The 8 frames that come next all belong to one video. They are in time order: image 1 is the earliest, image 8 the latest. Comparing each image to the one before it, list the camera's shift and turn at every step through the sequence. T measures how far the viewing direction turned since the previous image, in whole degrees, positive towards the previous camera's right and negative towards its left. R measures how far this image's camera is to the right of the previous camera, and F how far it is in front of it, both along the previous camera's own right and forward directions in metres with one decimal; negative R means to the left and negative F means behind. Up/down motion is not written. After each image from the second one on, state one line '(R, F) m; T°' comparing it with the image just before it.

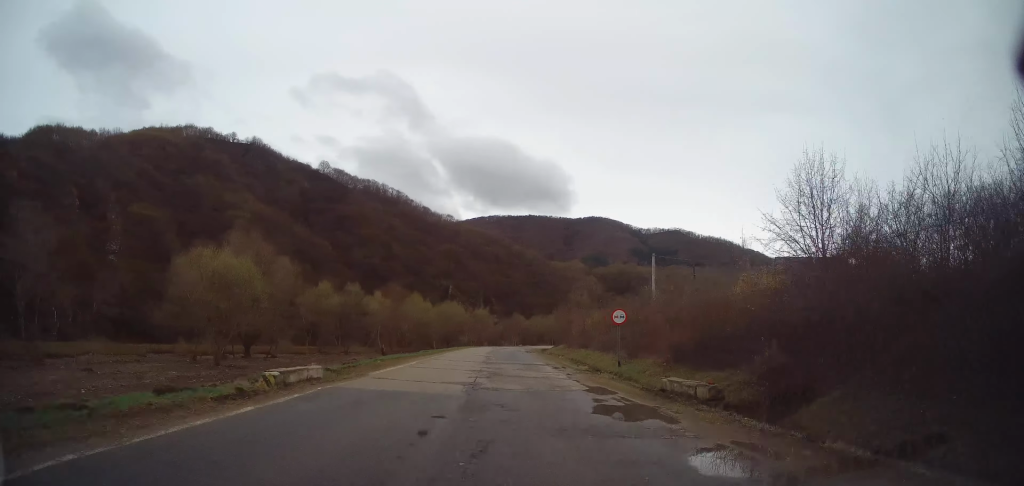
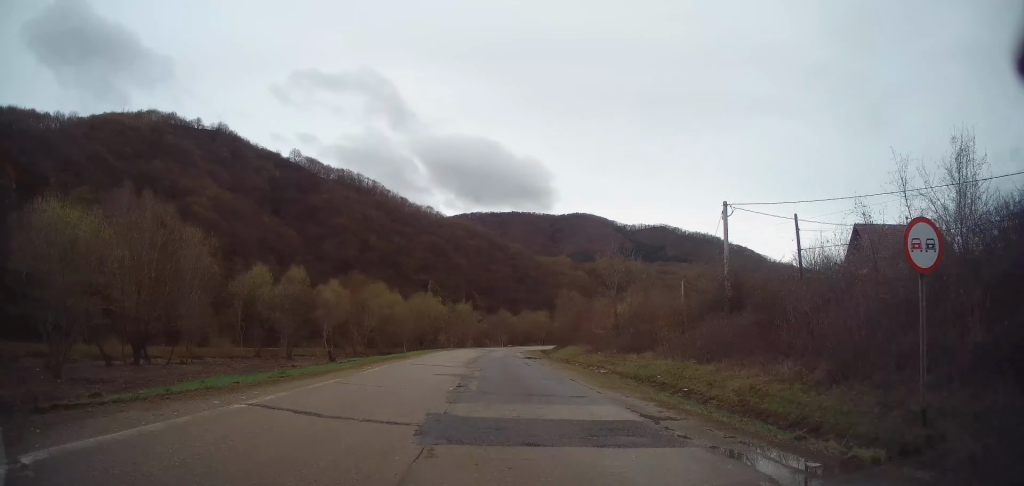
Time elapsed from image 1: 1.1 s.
(+0.6, +21.5) m; +2°
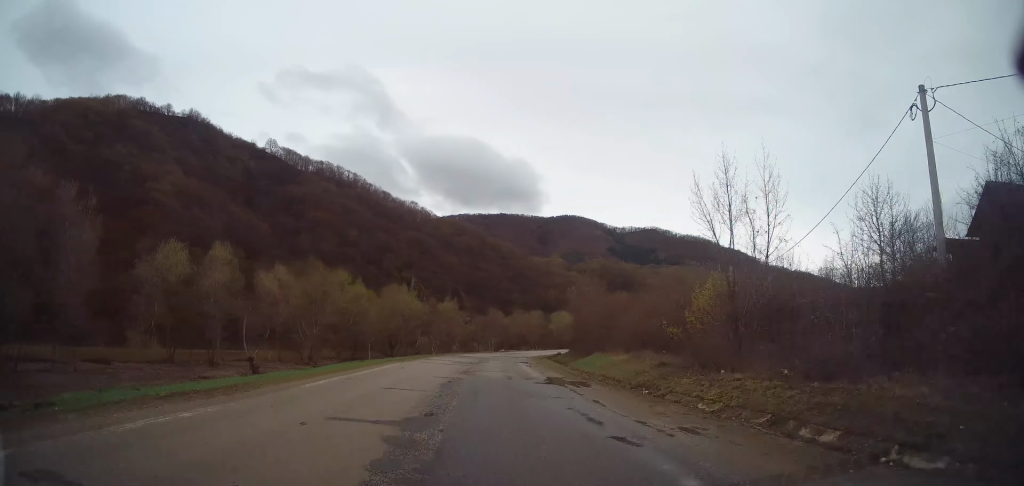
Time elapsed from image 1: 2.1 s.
(+0.1, +19.9) m; 0°
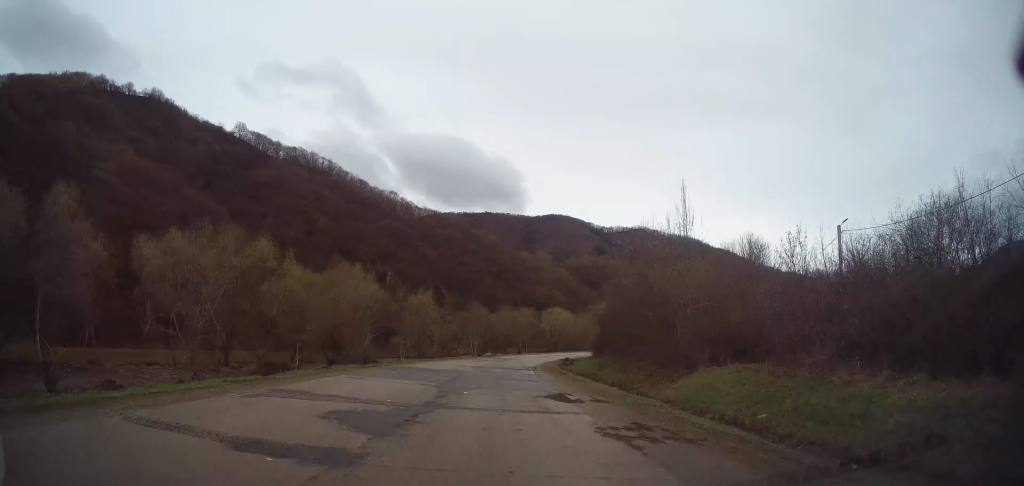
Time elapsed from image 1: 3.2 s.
(0.0, +22.7) m; +1°
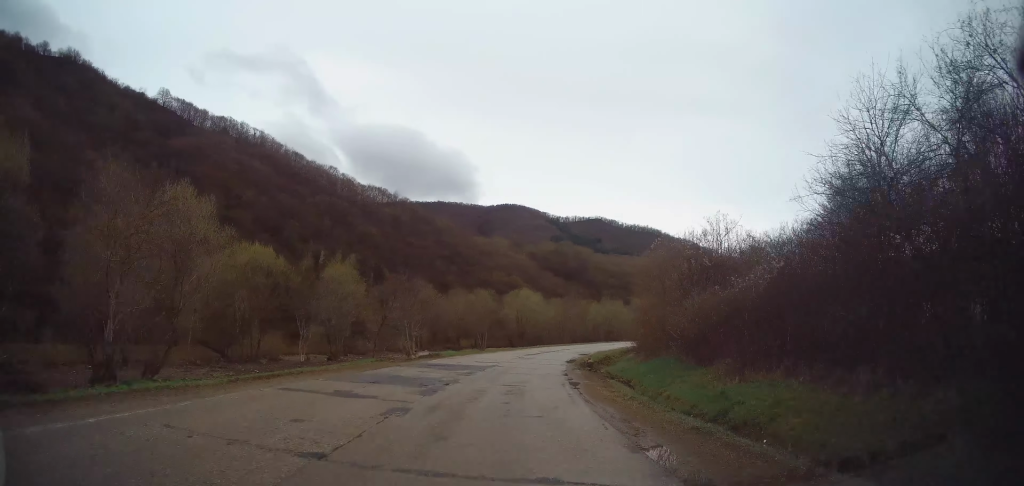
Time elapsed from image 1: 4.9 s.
(+1.5, +30.9) m; +7°
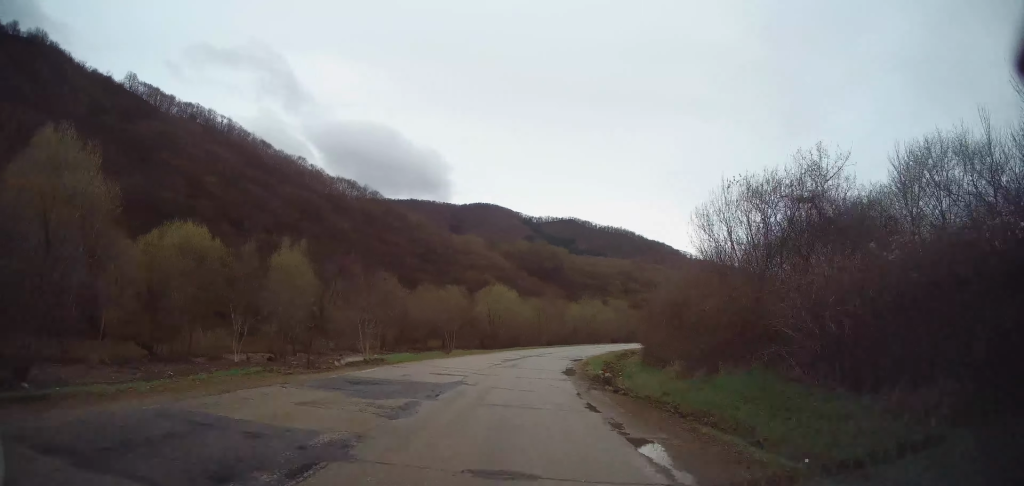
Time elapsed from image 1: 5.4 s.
(0.0, +9.4) m; +3°
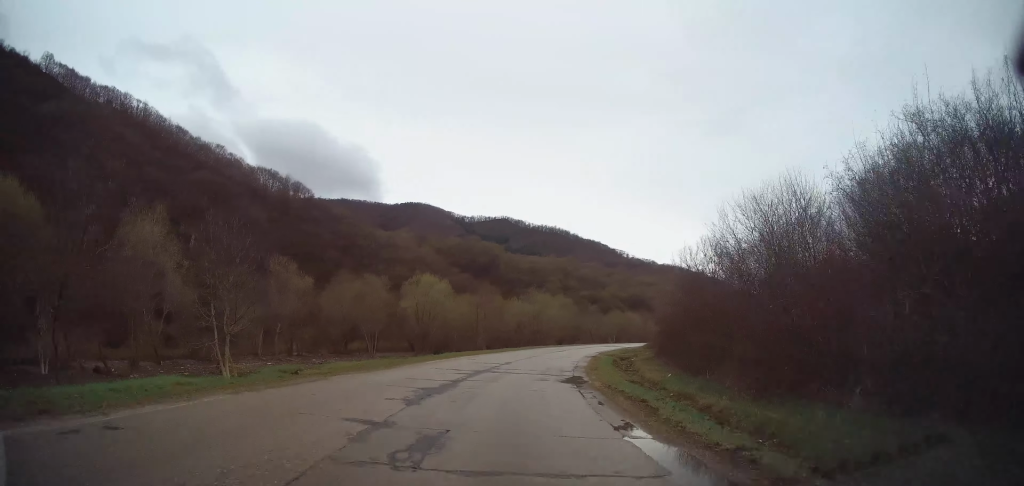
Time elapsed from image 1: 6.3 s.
(+0.9, +18.3) m; +5°
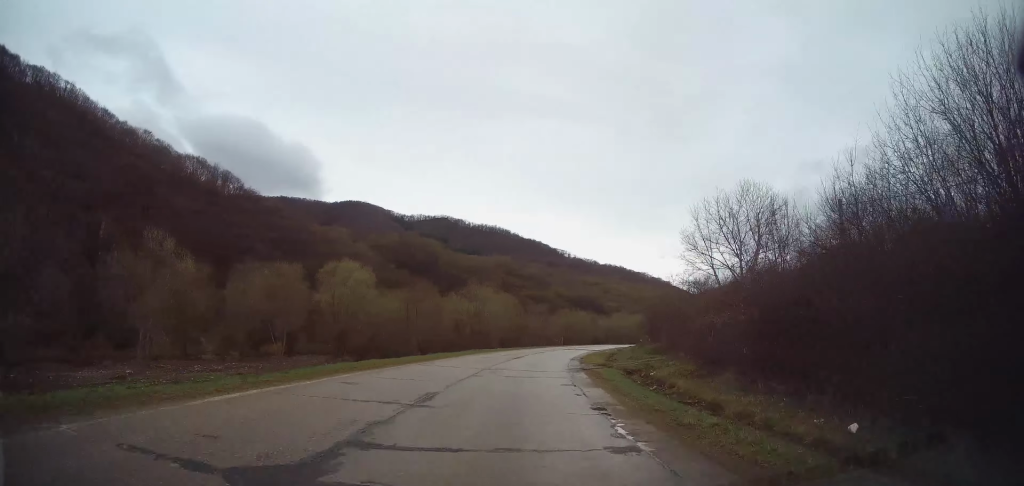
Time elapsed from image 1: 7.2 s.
(+0.7, +15.8) m; +6°
